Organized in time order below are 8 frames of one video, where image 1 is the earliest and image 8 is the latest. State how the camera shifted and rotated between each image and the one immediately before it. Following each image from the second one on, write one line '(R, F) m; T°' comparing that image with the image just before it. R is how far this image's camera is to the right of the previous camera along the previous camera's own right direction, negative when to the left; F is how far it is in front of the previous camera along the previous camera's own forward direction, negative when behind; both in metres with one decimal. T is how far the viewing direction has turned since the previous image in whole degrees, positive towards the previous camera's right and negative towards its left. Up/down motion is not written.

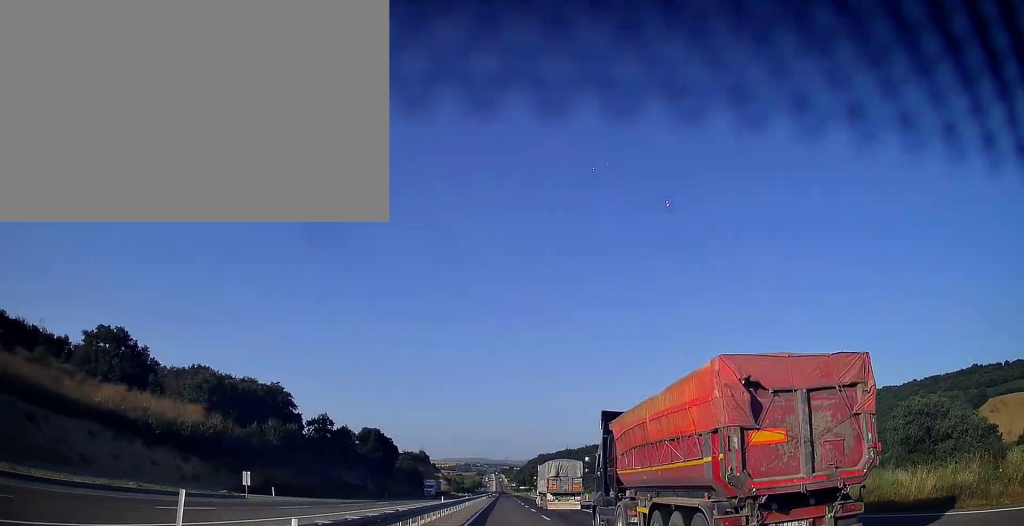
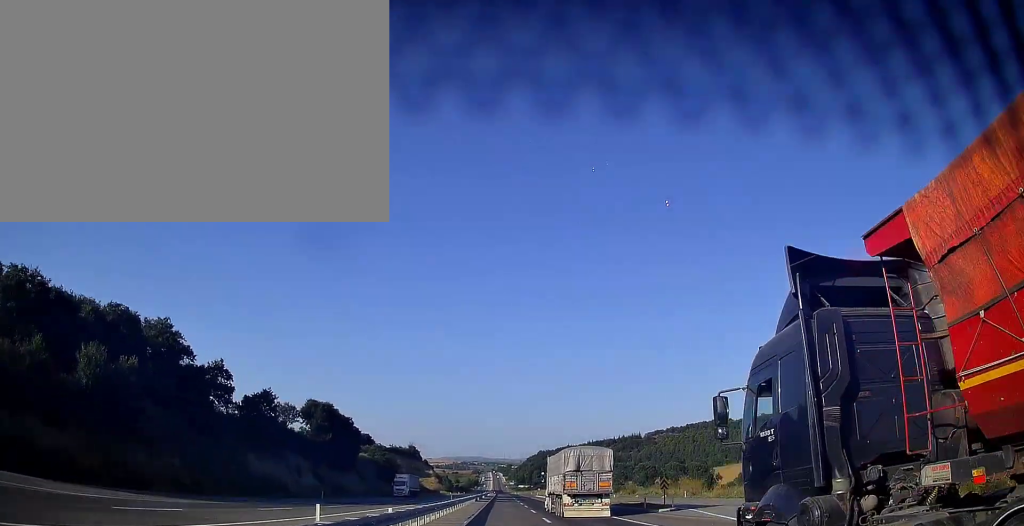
(+0.3, +38.1) m; 0°
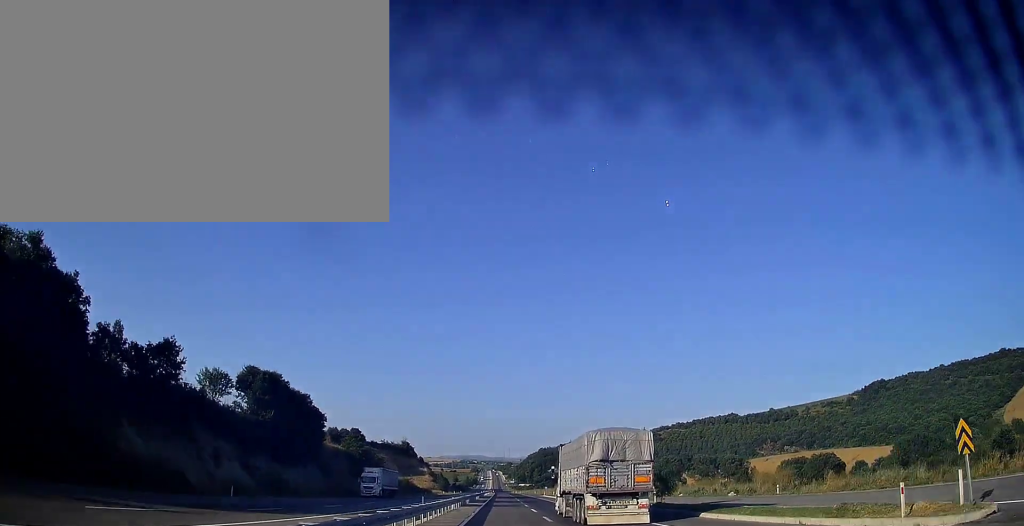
(-0.1, +24.7) m; 0°
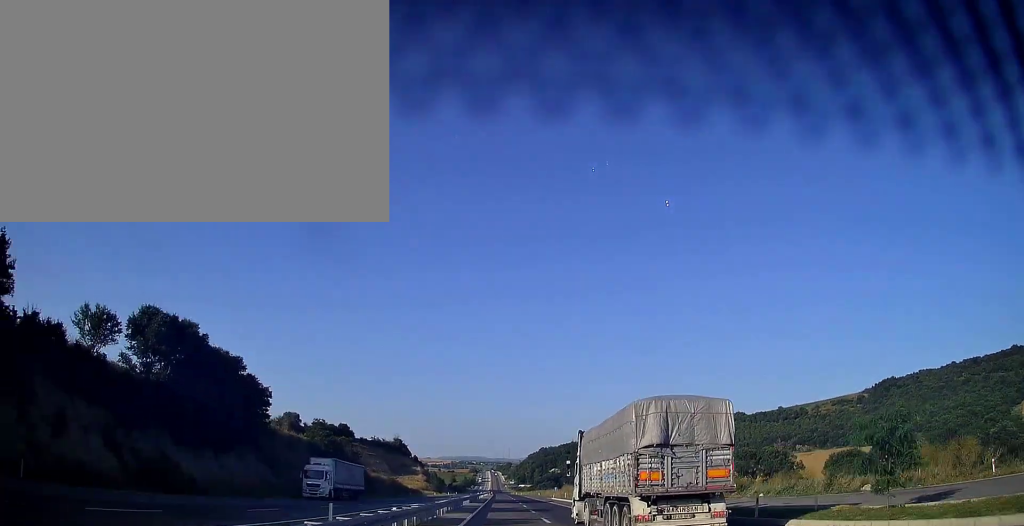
(-0.1, +23.7) m; 0°
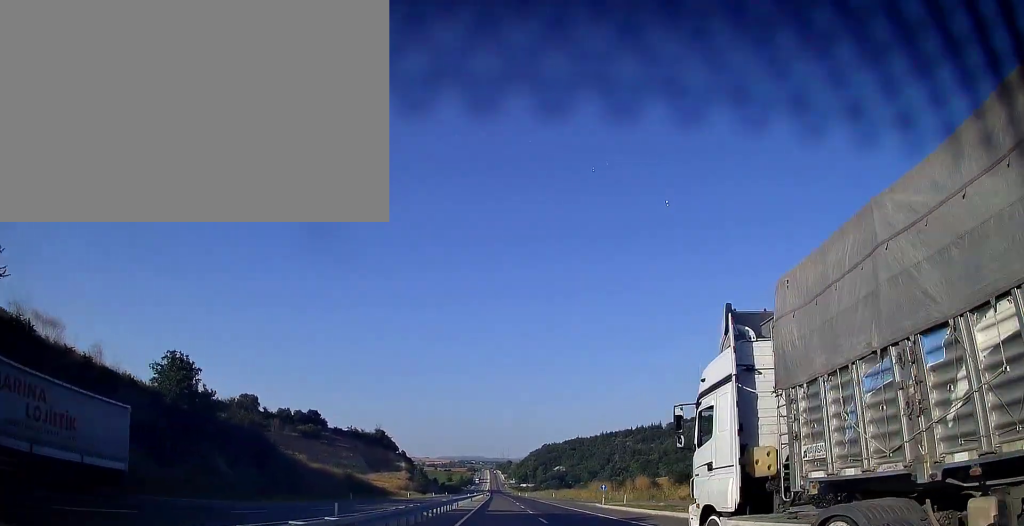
(+0.2, +48.5) m; 0°
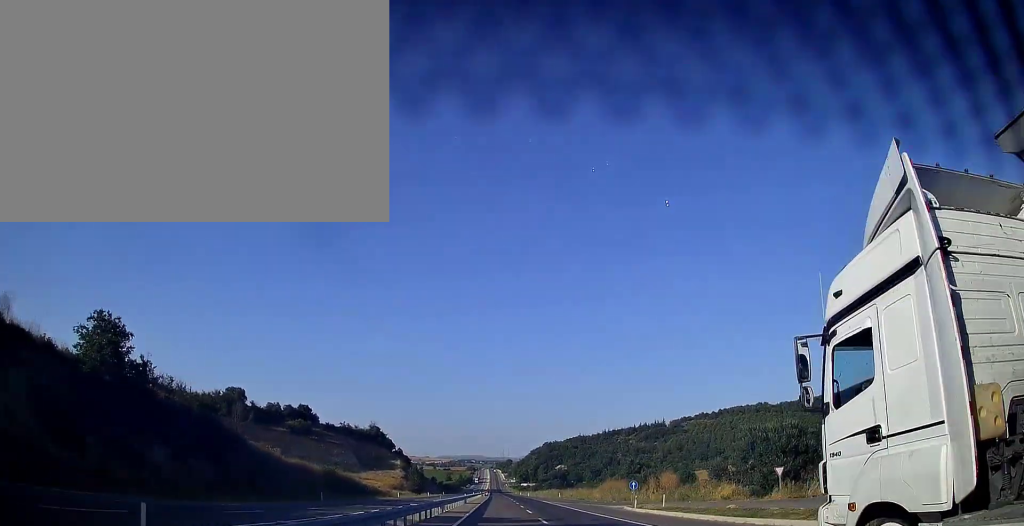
(0.0, +12.4) m; 0°
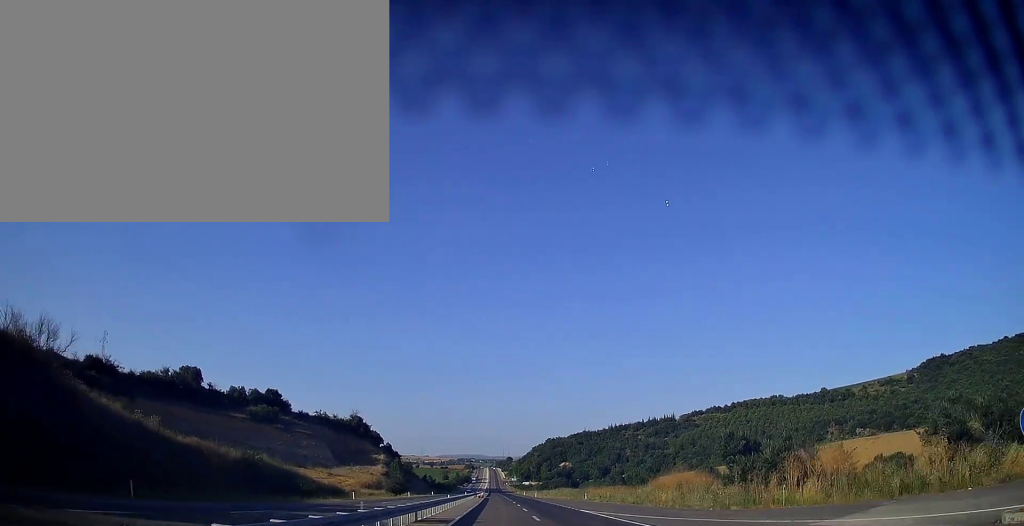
(-0.1, +34.9) m; 0°
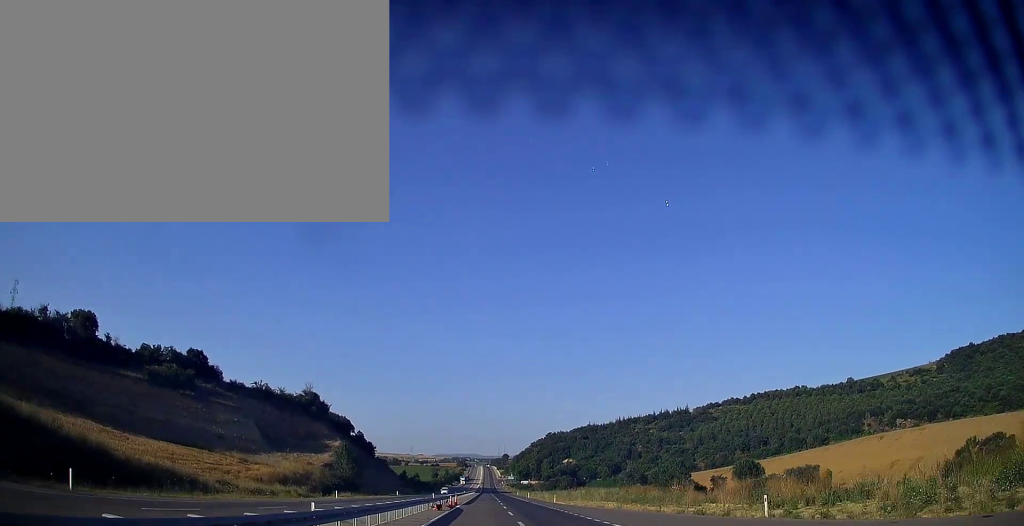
(+0.4, +52.4) m; 0°
